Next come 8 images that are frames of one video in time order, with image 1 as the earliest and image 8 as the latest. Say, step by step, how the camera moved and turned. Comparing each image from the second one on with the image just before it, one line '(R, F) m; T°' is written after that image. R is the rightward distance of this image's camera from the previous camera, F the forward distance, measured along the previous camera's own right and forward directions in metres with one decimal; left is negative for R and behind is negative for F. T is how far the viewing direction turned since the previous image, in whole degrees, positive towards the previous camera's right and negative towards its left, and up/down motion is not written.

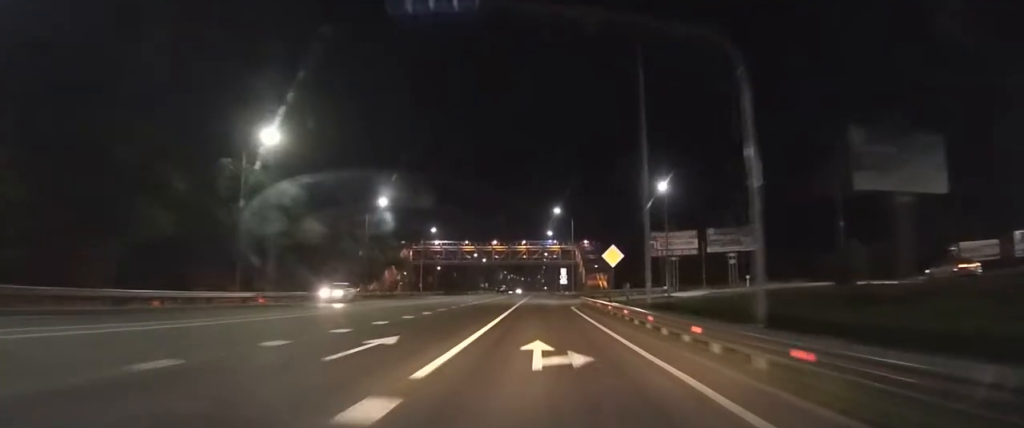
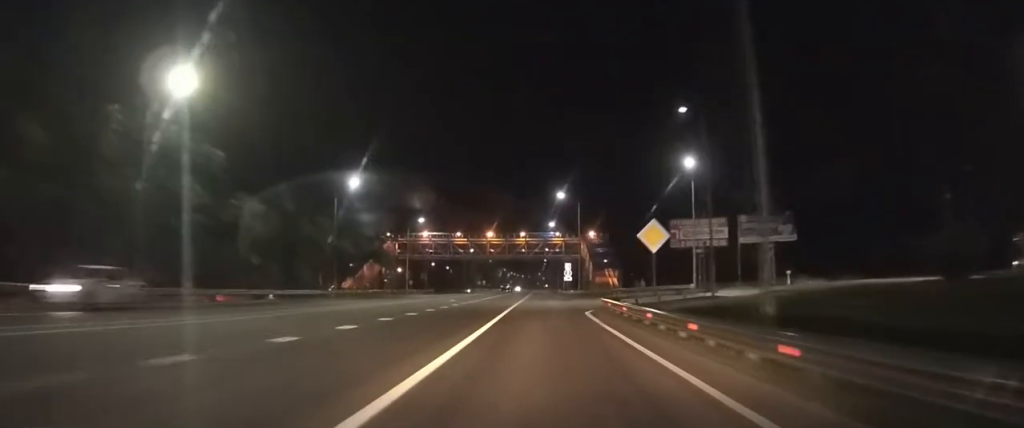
(0.0, +11.7) m; 0°
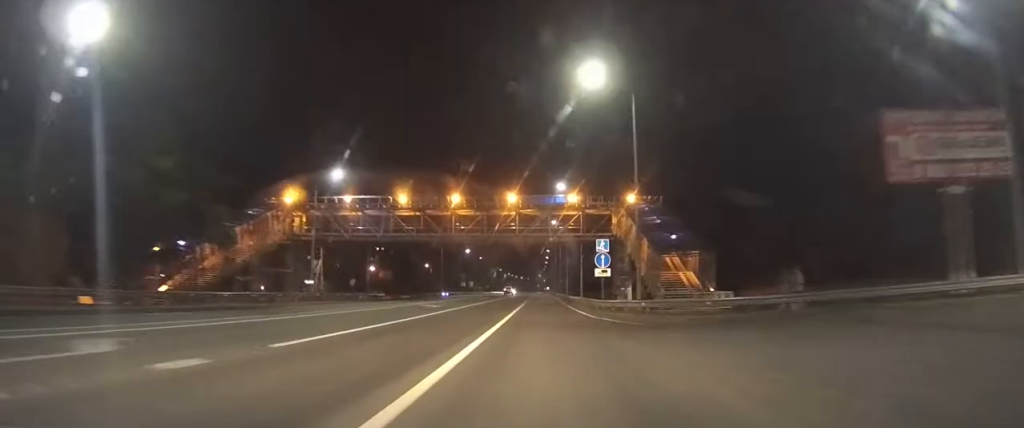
(+0.3, +40.3) m; +1°
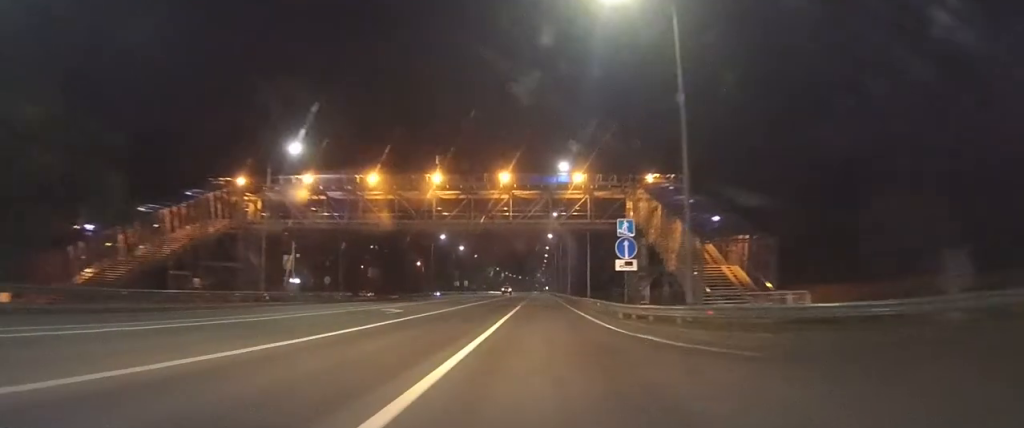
(0.0, +9.8) m; 0°
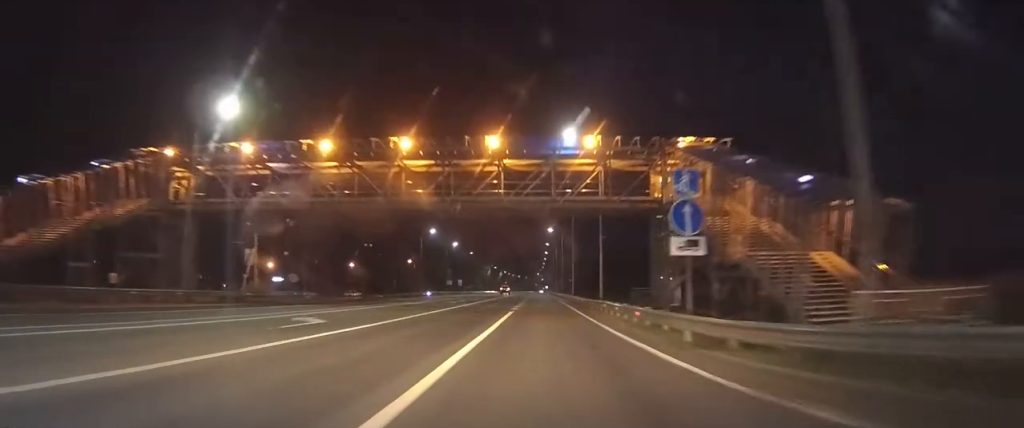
(0.0, +10.6) m; 0°
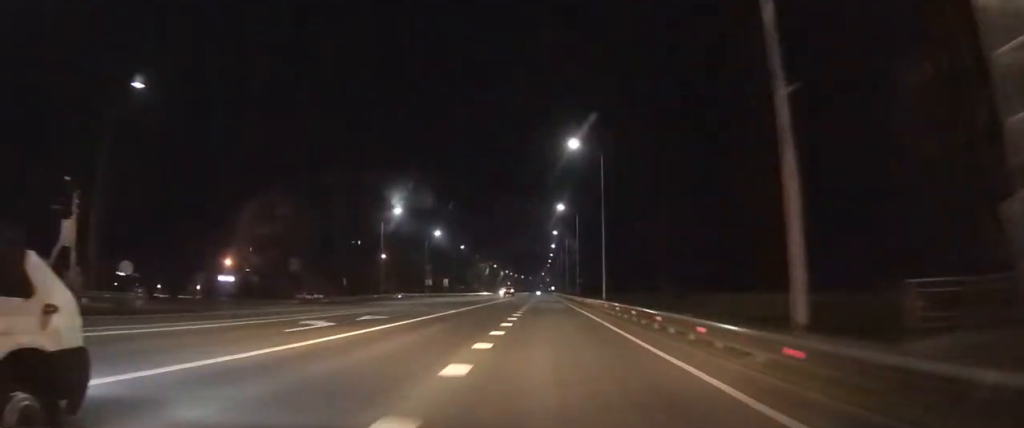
(-0.2, +30.1) m; -1°
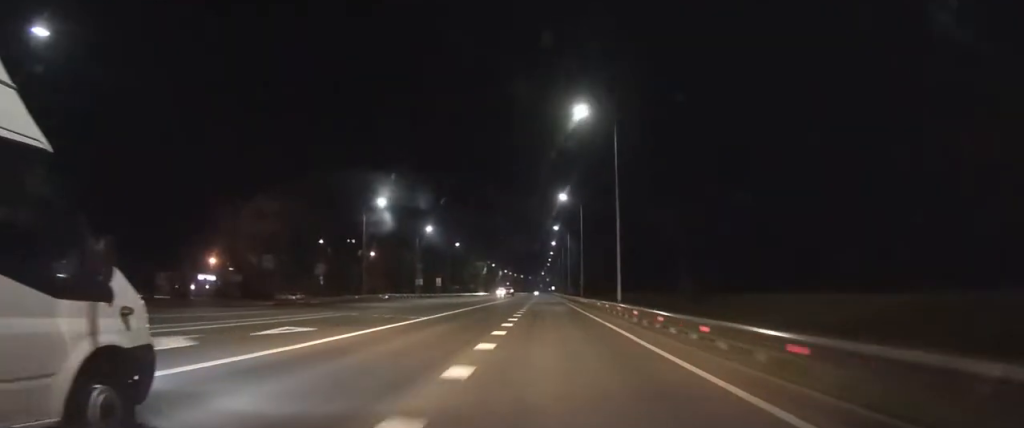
(0.0, +8.1) m; 0°
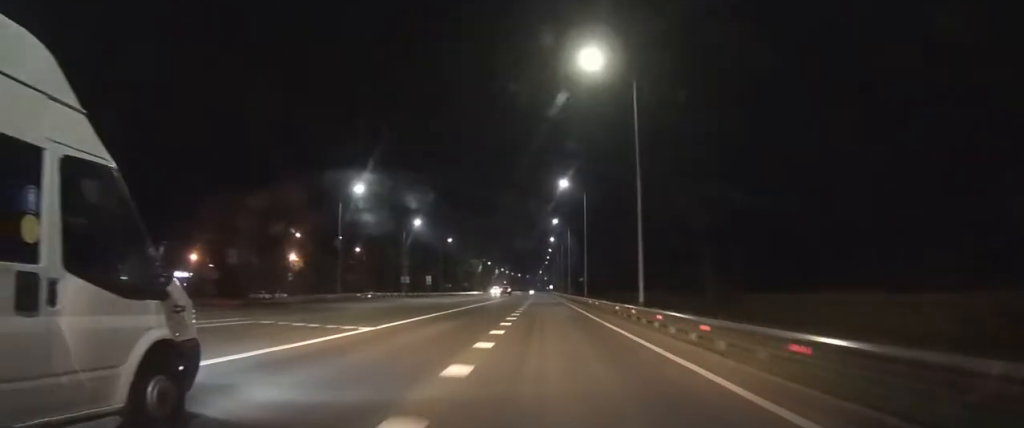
(0.0, +8.1) m; 0°
